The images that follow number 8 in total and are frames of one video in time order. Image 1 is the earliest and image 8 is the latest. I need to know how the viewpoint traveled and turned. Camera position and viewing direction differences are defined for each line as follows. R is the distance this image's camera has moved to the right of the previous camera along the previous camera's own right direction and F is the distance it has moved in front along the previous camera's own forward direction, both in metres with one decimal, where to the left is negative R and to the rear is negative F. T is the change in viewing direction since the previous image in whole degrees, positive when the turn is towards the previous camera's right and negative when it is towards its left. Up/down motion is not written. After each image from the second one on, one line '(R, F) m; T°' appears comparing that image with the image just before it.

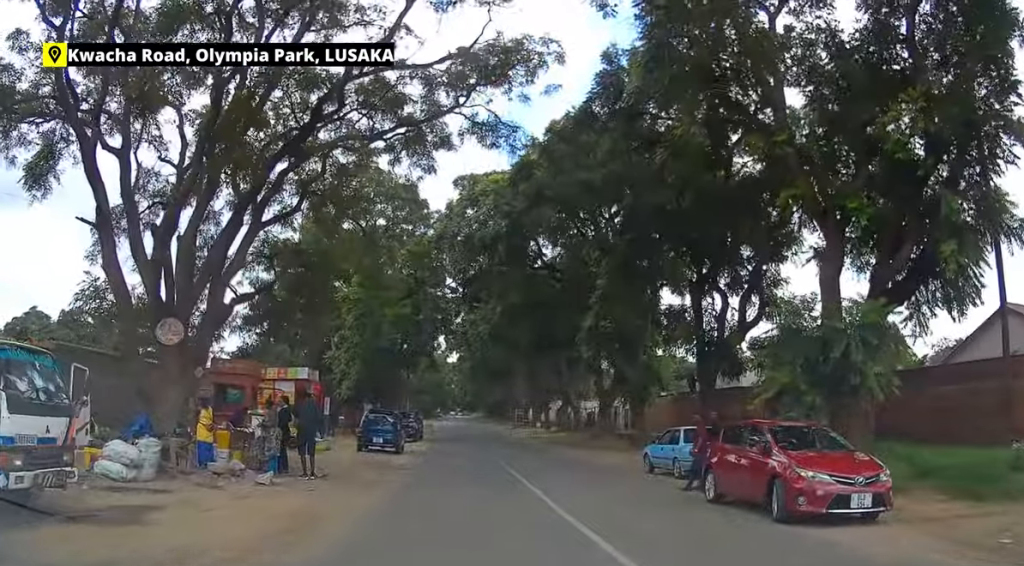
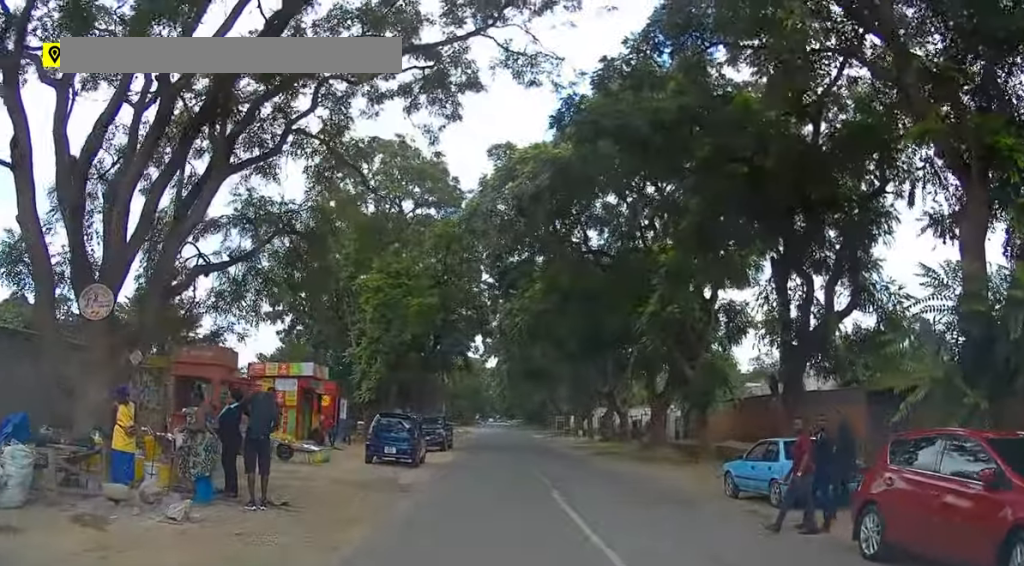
(-0.1, +4.7) m; -2°
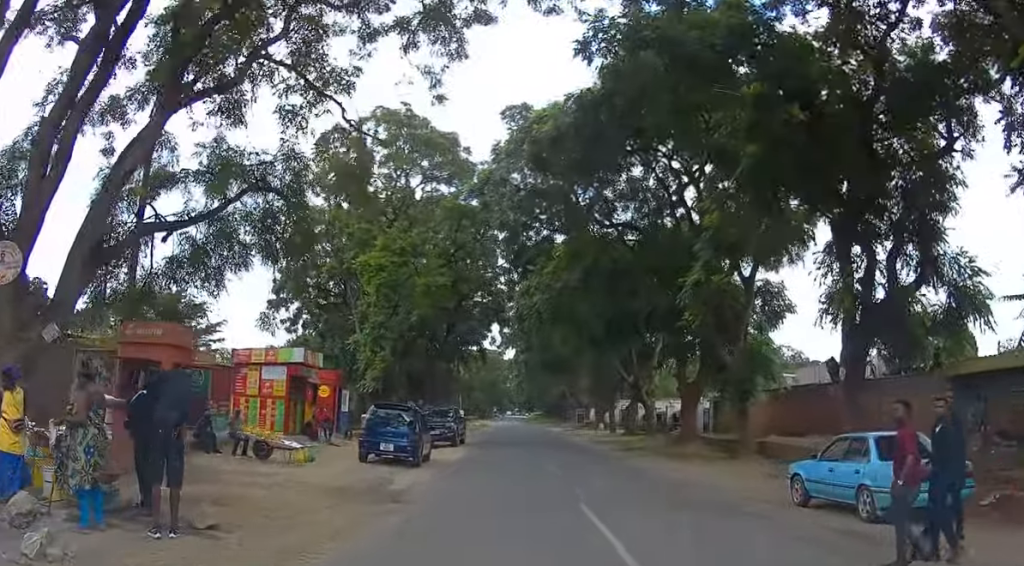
(-0.1, +3.2) m; -1°
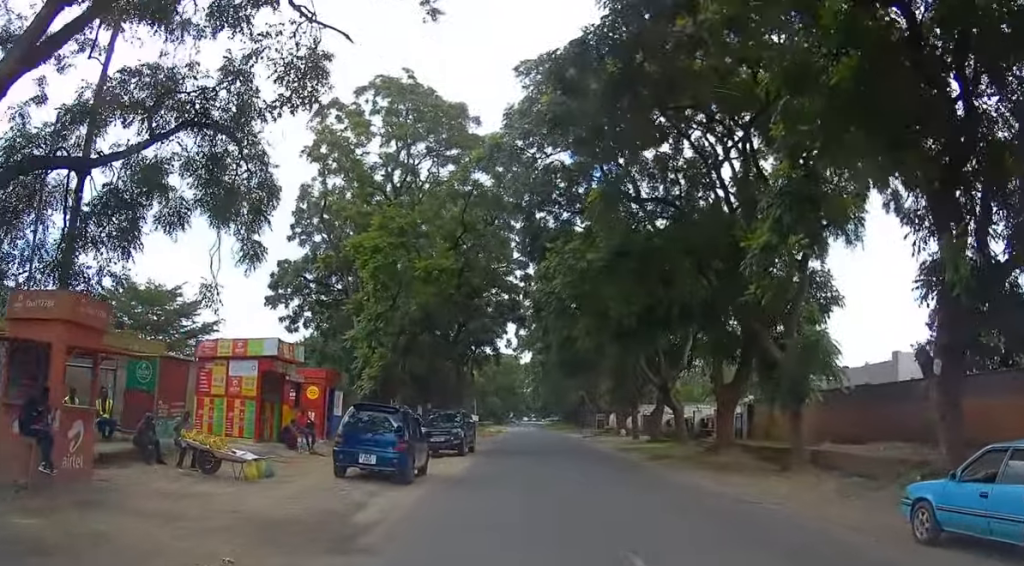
(0.0, +4.0) m; -1°
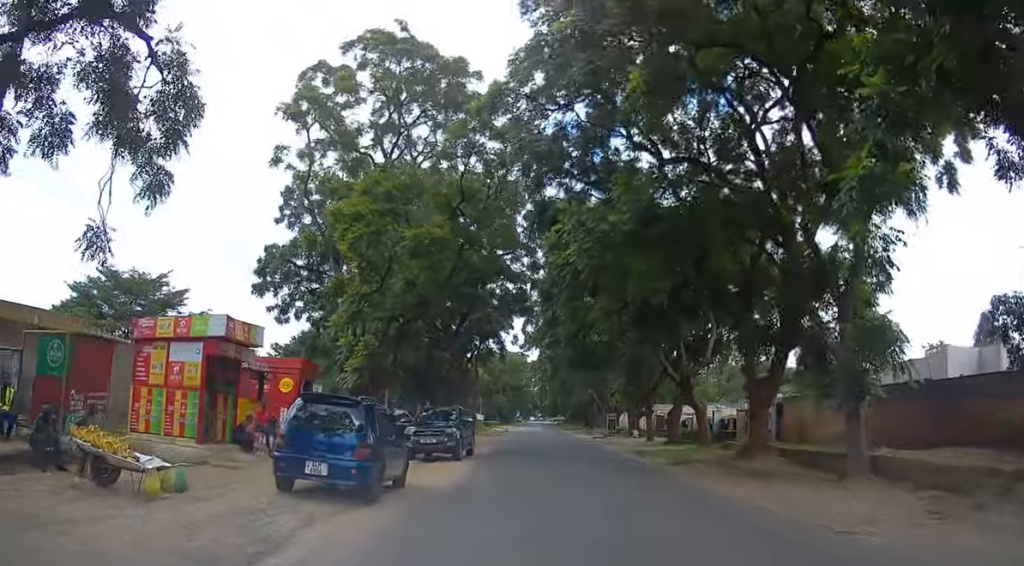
(0.0, +3.9) m; 0°
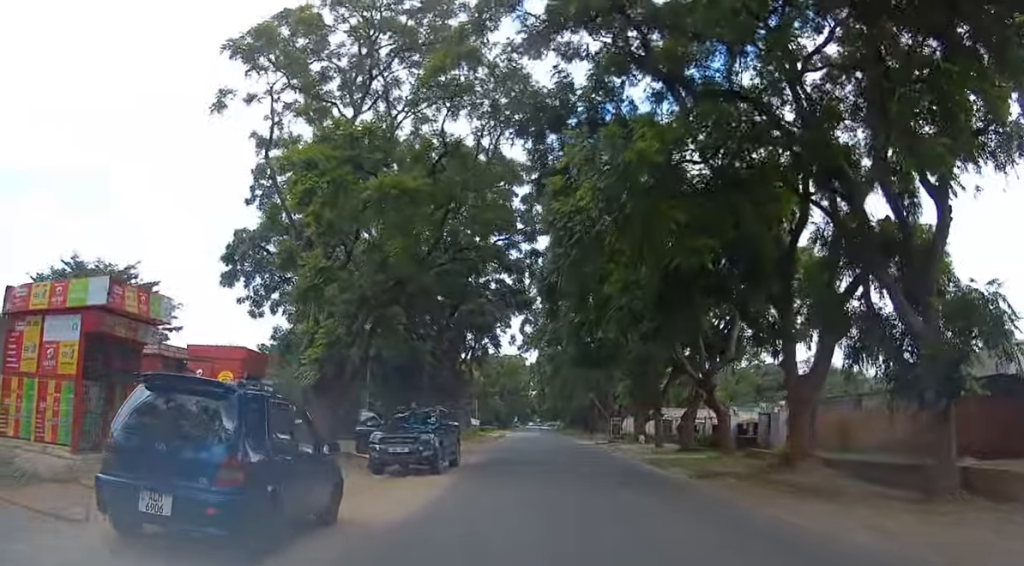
(0.0, +4.7) m; -1°
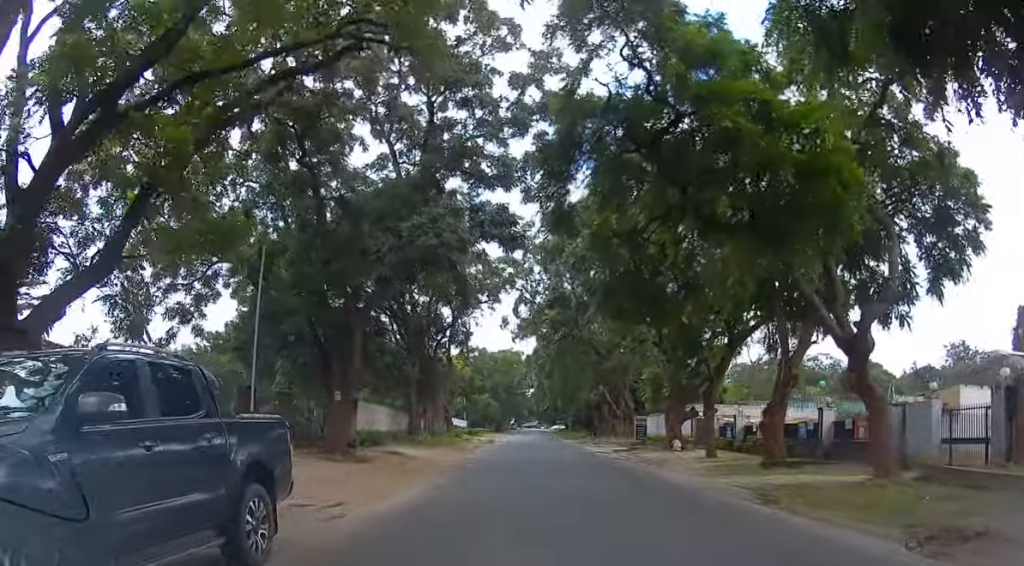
(-0.1, +15.5) m; 0°
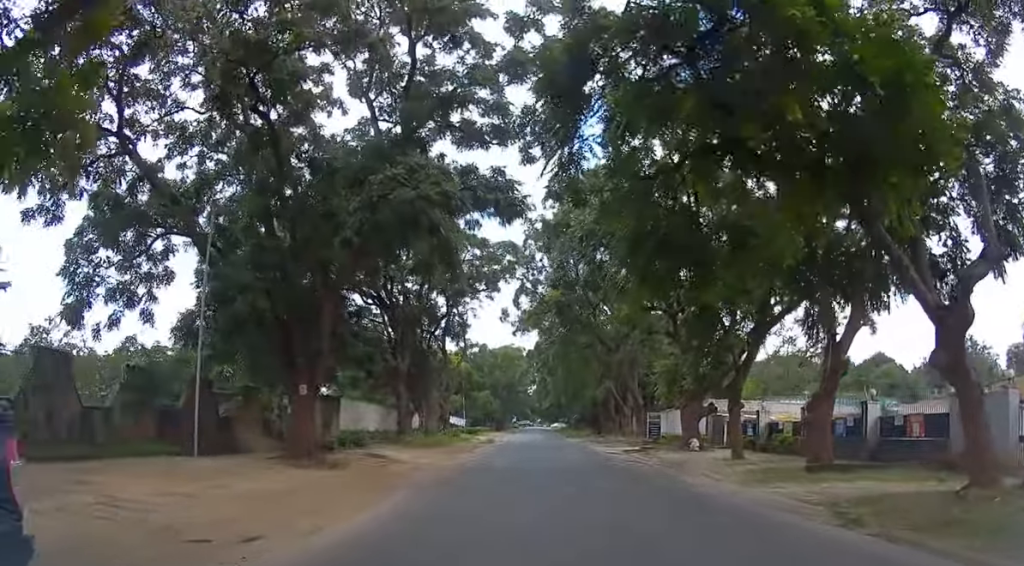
(0.0, +4.2) m; +1°
